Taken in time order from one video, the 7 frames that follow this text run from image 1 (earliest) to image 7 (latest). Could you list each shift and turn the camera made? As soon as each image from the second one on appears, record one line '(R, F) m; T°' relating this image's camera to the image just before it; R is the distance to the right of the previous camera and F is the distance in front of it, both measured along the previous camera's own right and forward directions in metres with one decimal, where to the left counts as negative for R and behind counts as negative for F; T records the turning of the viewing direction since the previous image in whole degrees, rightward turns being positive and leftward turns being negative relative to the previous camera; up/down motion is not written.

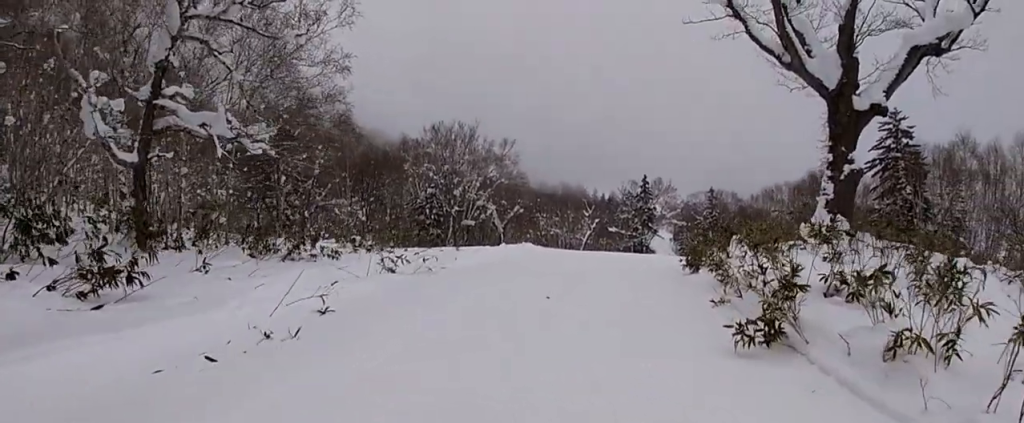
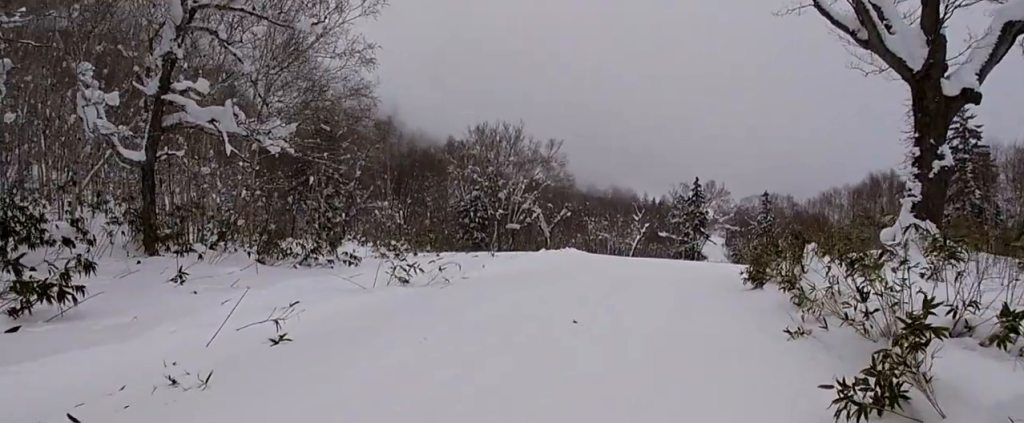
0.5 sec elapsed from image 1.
(-0.3, +2.2) m; -5°
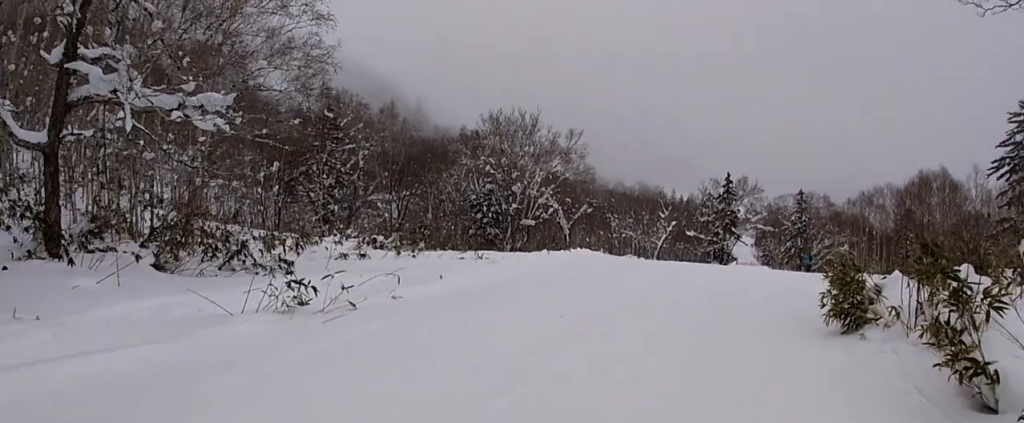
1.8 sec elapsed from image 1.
(-0.4, +5.2) m; +15°
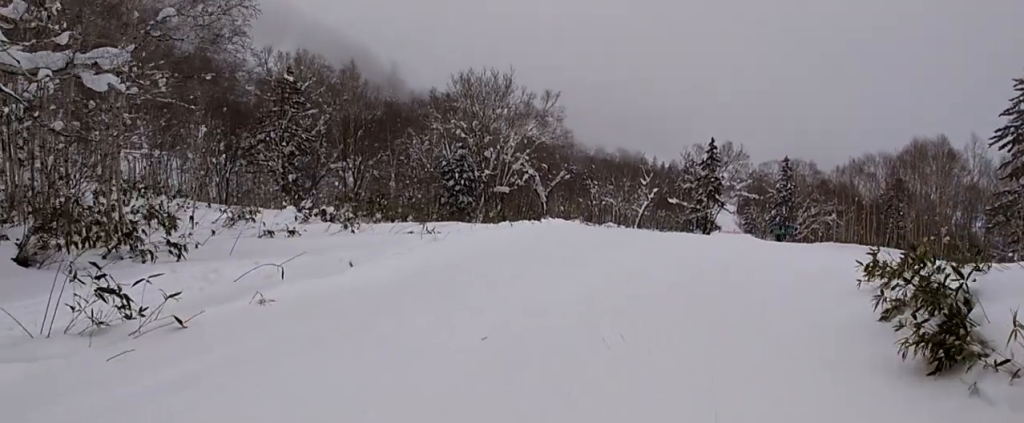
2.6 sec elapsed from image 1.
(+1.0, +3.0) m; +7°
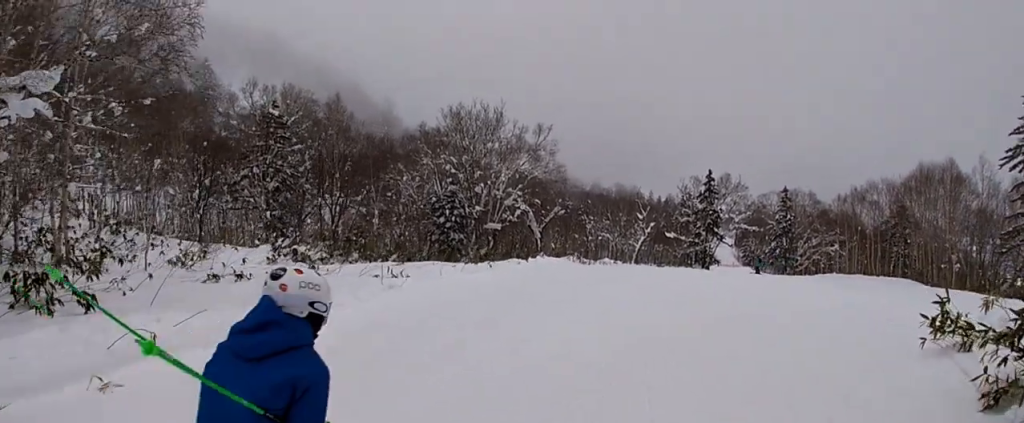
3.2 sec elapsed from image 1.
(+0.3, +2.5) m; -4°
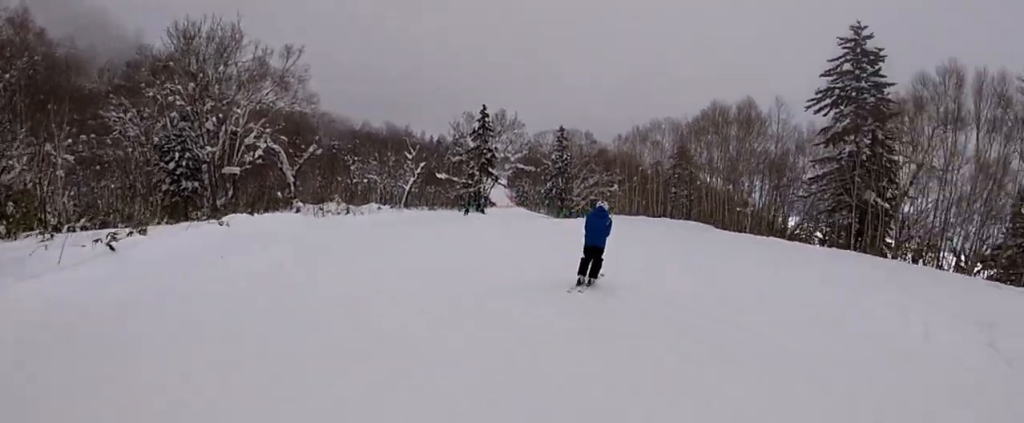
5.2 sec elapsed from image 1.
(-1.3, +8.1) m; +4°
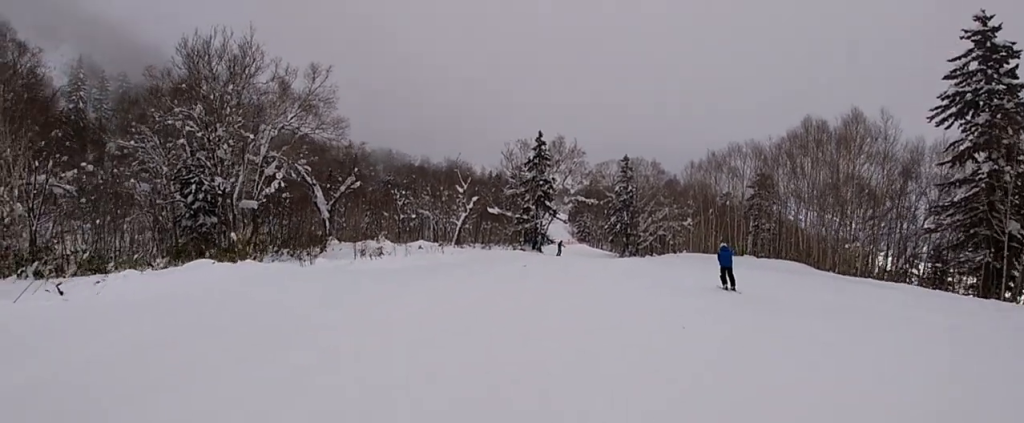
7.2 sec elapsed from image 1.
(-0.4, +8.6) m; -5°
